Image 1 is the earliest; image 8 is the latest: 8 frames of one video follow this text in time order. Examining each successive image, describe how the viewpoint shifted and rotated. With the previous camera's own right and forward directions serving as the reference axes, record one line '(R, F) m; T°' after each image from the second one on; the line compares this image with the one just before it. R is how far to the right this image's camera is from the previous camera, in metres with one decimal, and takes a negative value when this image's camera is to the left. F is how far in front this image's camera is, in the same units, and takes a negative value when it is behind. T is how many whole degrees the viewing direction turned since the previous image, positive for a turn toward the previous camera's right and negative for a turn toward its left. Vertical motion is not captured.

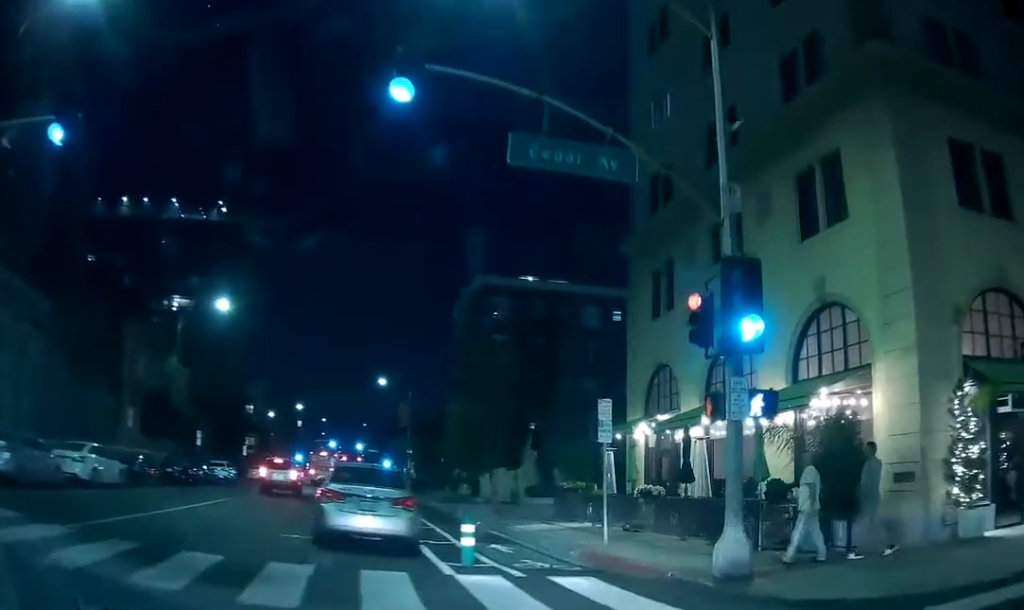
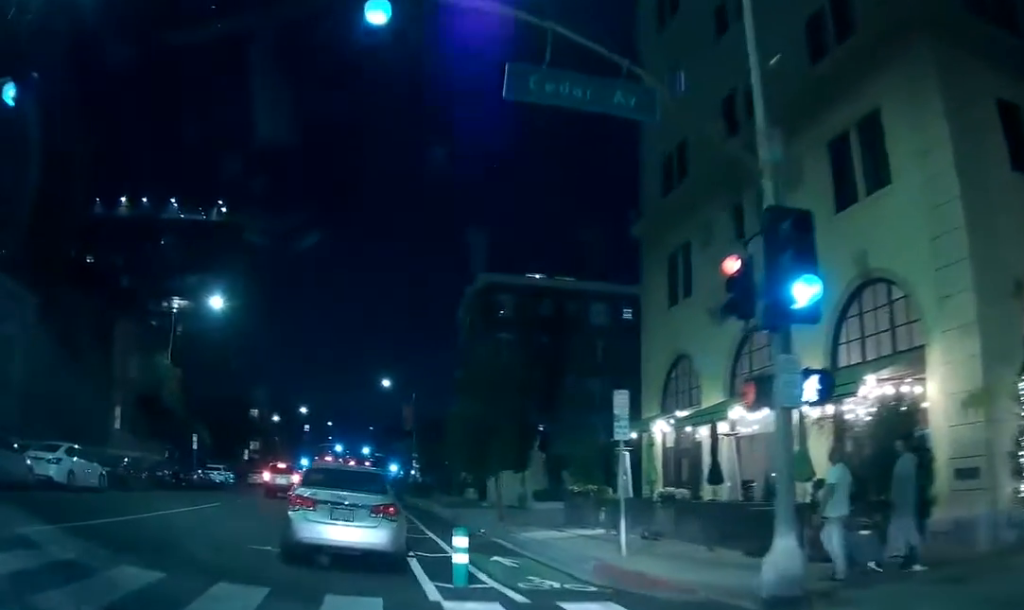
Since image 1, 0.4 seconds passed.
(+0.1, +1.9) m; 0°
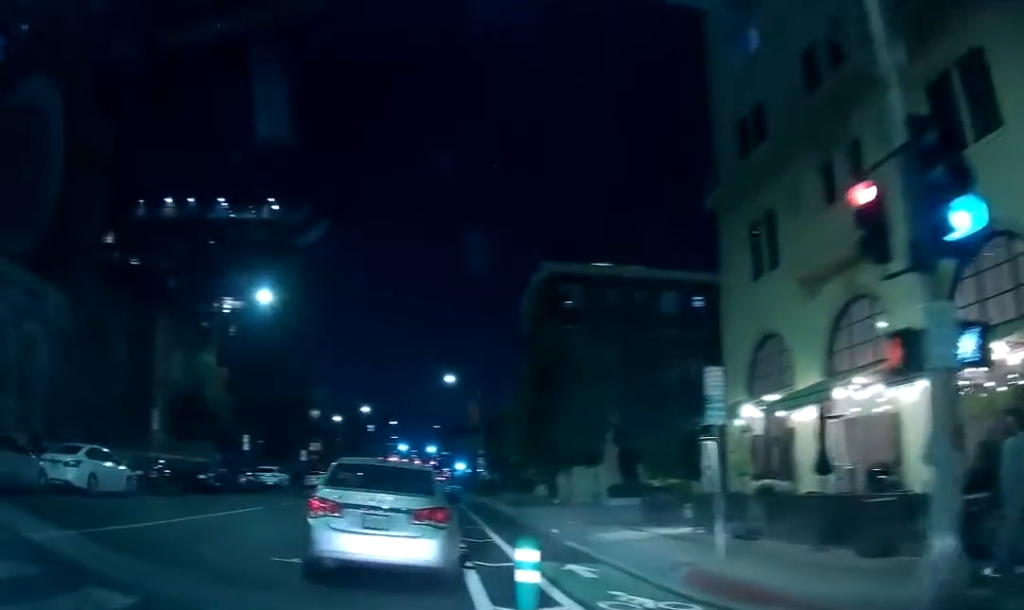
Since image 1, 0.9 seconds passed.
(+0.1, +2.3) m; 0°
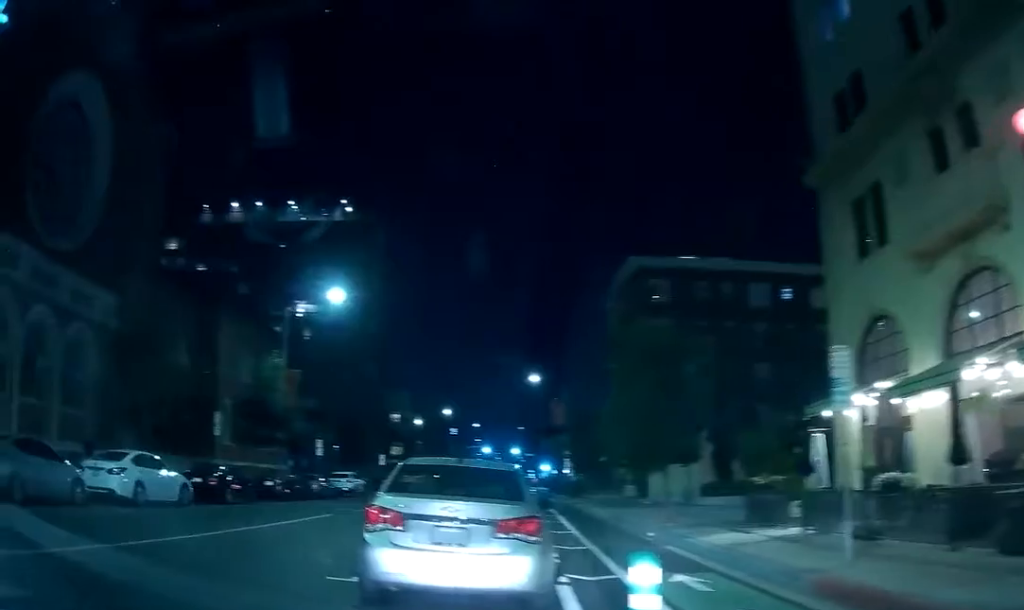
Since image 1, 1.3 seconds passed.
(-0.1, +1.3) m; -2°
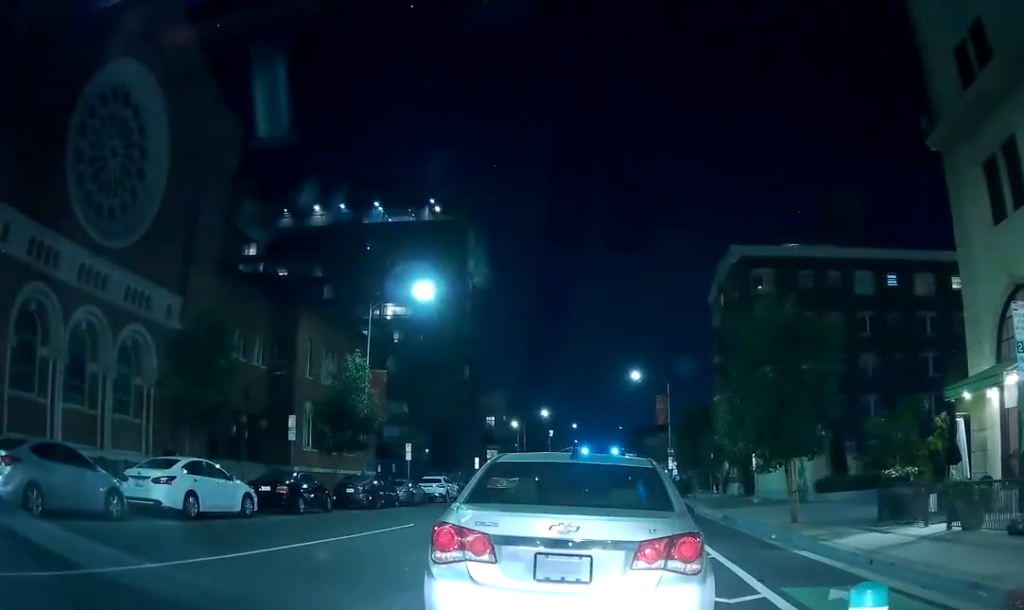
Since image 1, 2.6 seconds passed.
(-0.1, +2.6) m; -2°
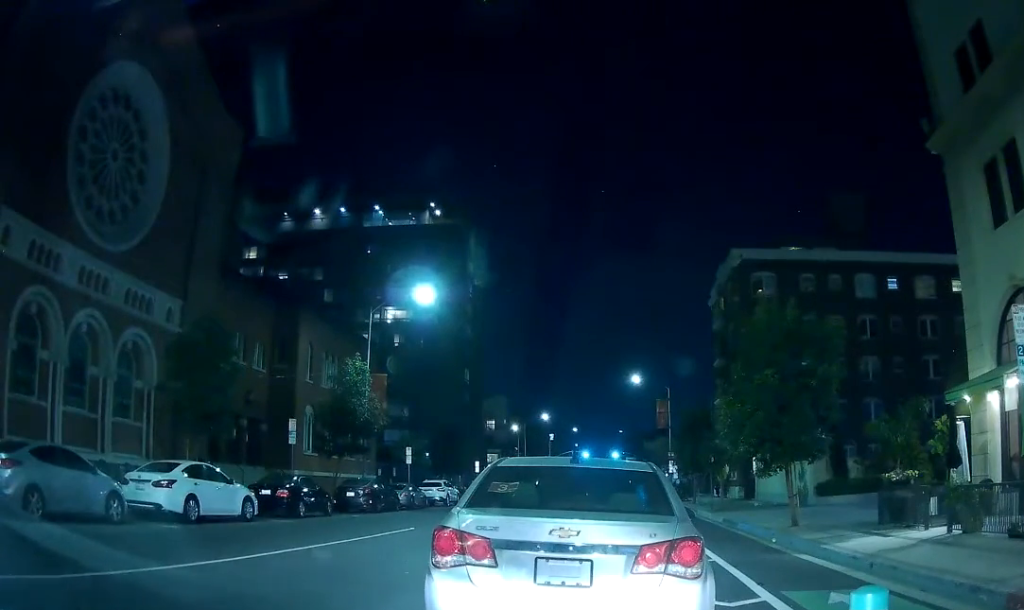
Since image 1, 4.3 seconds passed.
(+0.3, +0.4) m; 0°
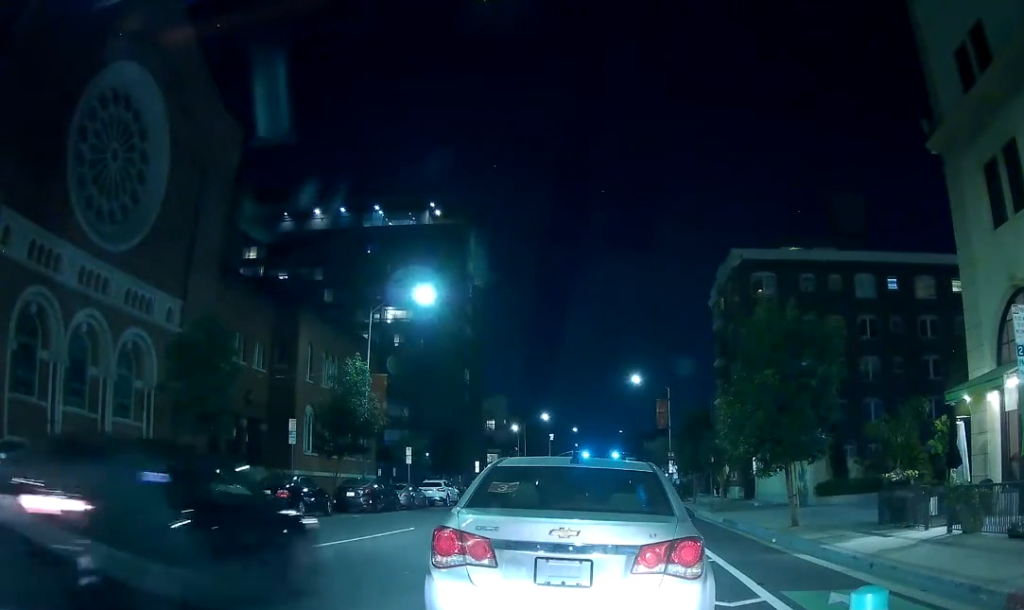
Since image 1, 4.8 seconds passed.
(0.0, 0.0) m; 0°
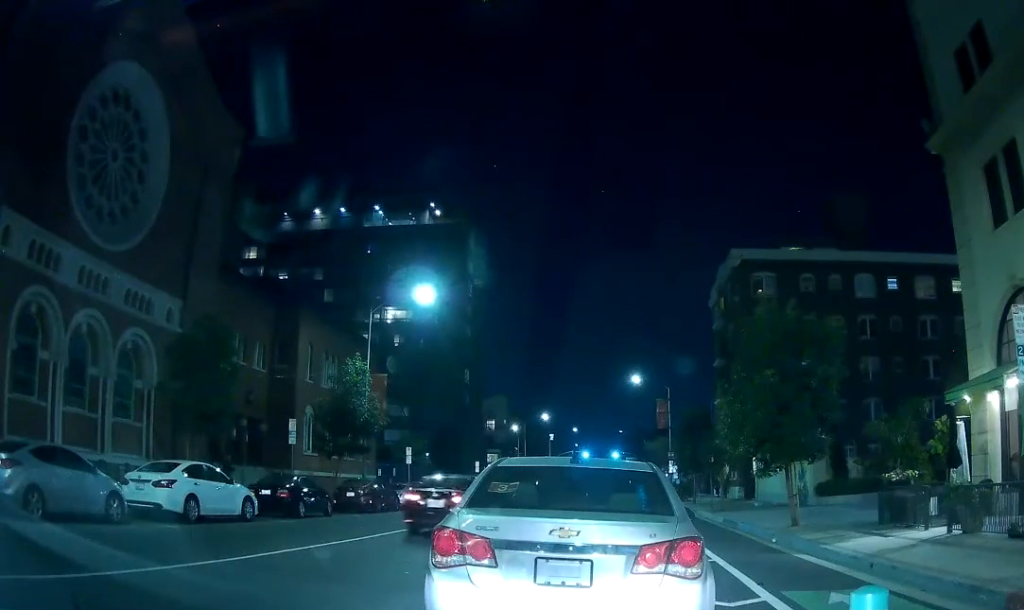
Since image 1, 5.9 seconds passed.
(0.0, 0.0) m; 0°
